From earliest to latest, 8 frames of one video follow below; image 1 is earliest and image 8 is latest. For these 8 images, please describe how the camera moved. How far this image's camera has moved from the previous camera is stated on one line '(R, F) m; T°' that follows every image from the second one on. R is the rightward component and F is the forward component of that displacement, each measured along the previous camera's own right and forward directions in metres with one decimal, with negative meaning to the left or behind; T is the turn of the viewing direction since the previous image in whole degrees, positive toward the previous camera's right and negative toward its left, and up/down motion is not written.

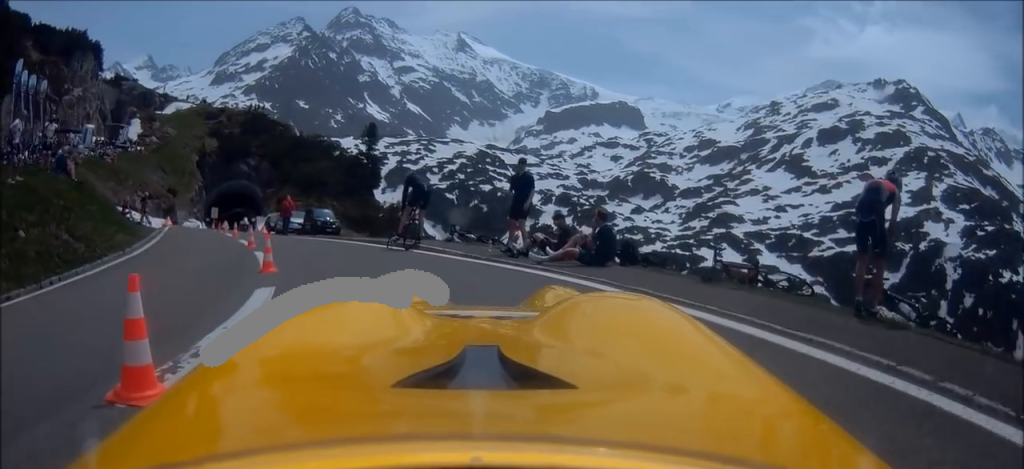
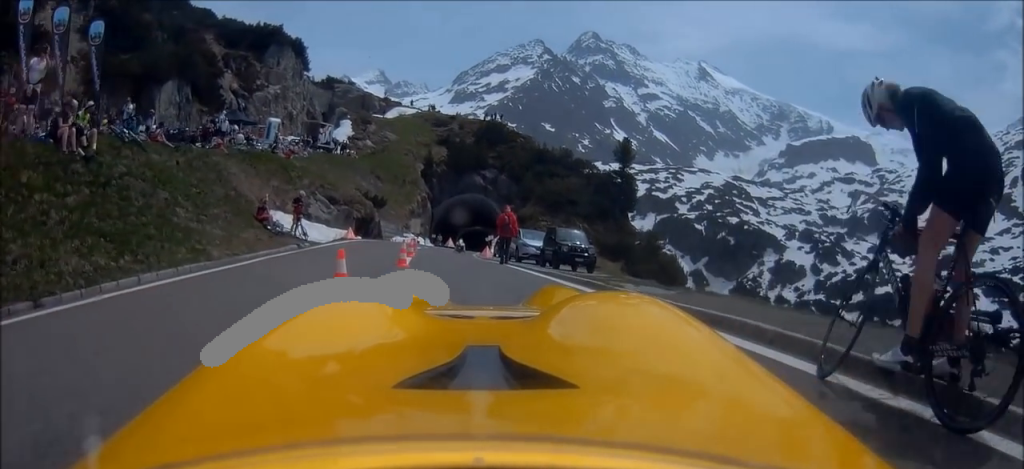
(-1.2, +9.7) m; -13°
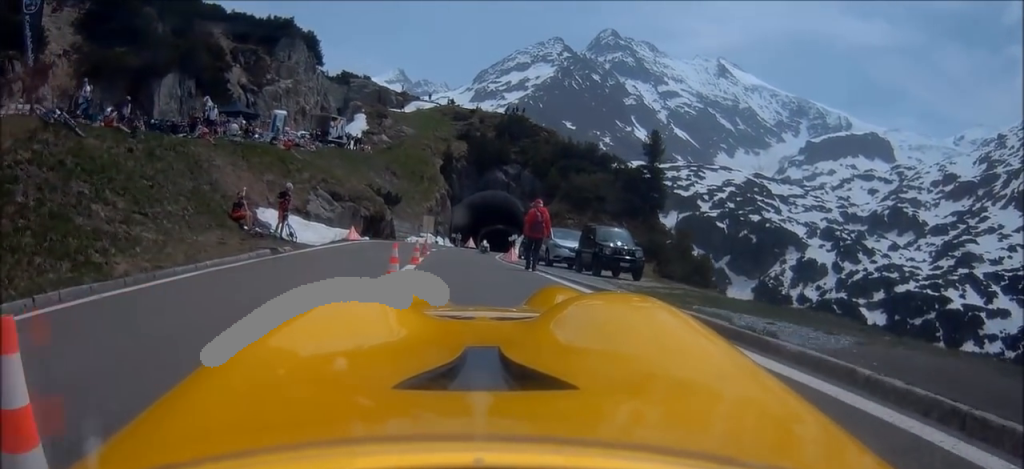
(-0.3, +4.1) m; -4°
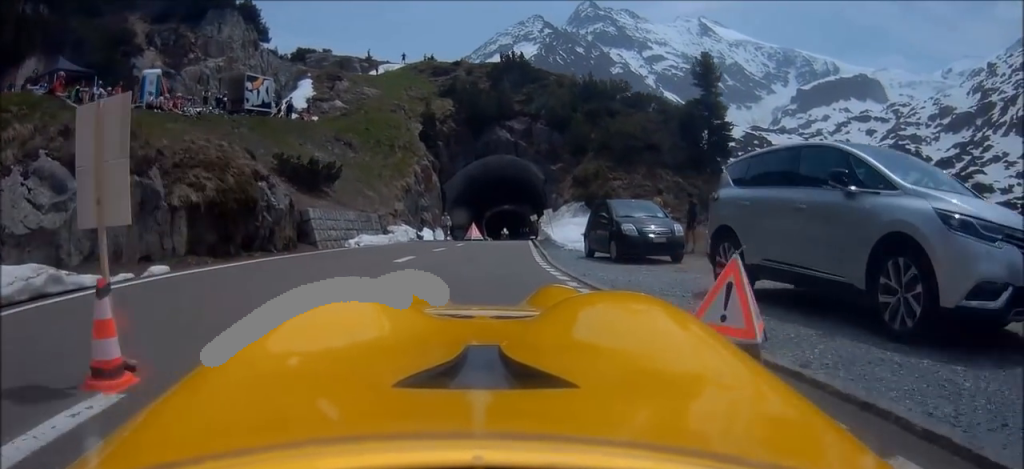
(-0.6, +21.7) m; -1°
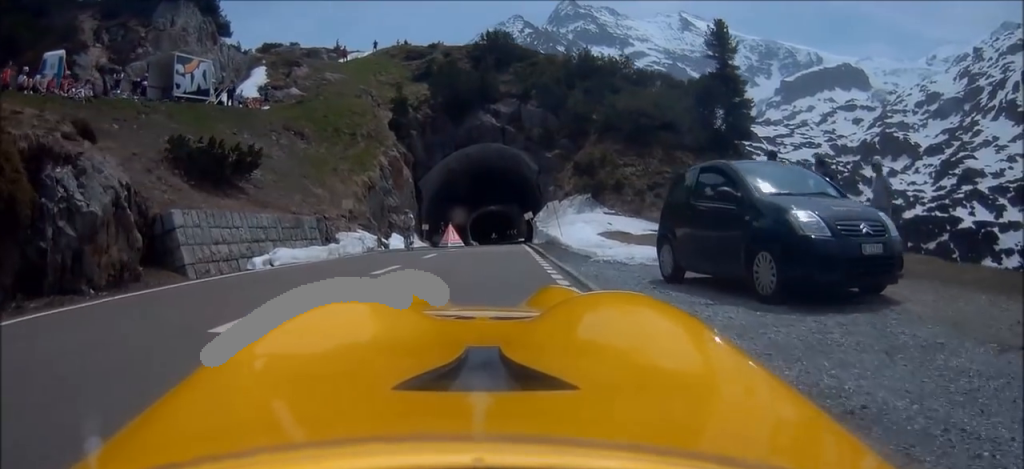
(+0.1, +8.3) m; -1°
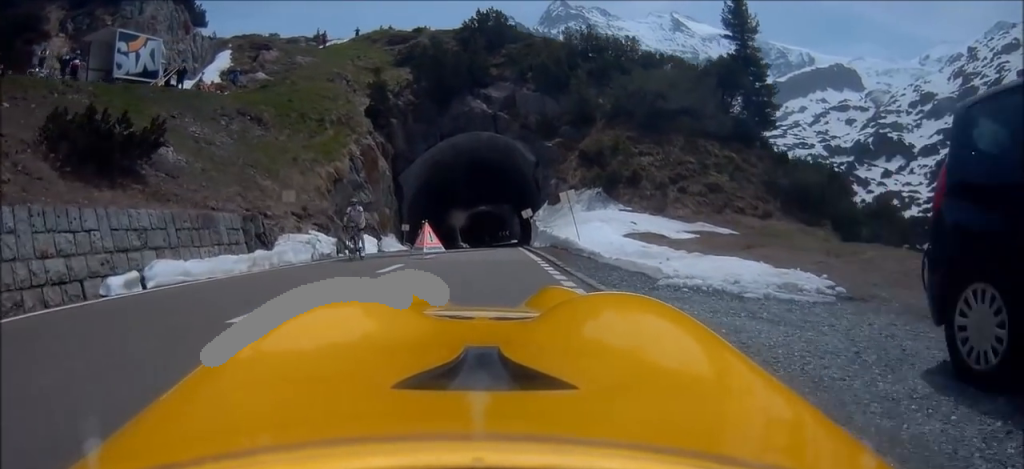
(0.0, +5.9) m; -2°
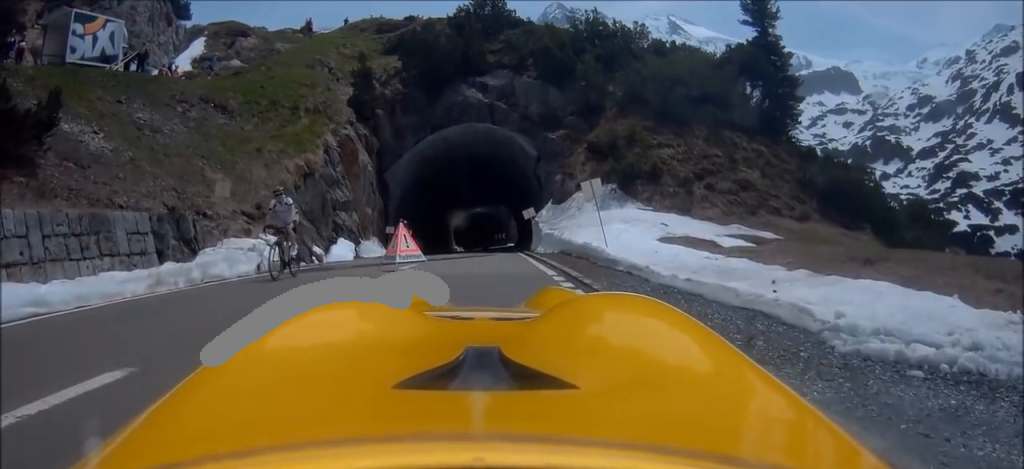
(-0.1, +4.3) m; 0°
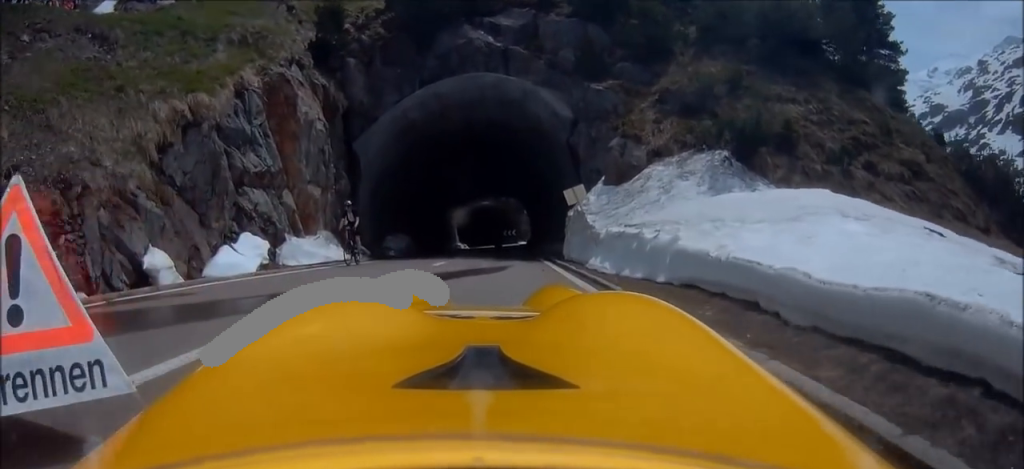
(-0.2, +10.8) m; +1°
